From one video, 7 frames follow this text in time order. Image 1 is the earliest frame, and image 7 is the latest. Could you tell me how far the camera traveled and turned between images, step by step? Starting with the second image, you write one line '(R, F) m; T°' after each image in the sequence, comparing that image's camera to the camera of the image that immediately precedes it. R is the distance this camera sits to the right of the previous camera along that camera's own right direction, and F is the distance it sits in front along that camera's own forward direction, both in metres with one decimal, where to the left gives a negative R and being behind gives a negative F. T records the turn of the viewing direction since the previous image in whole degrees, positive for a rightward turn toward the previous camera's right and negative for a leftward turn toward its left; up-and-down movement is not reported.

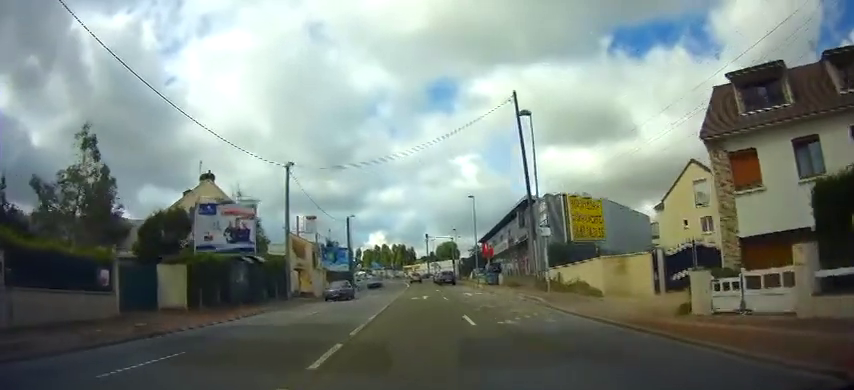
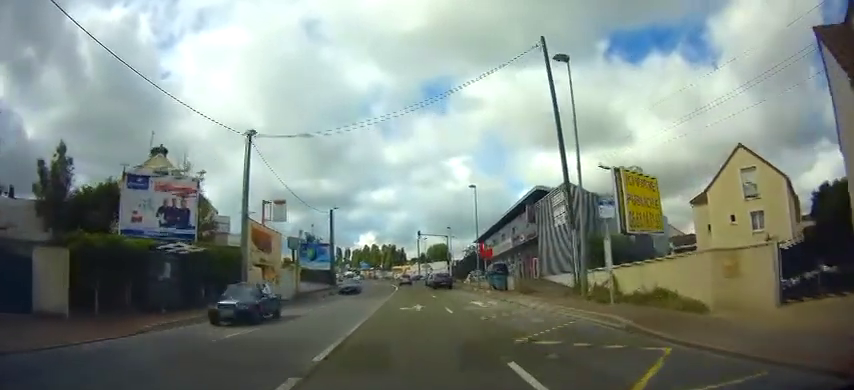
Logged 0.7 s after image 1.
(+0.2, +7.7) m; 0°
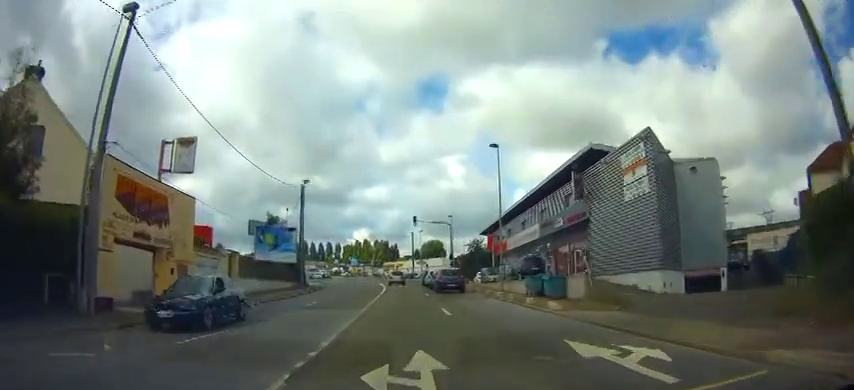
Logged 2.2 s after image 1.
(-0.2, +11.7) m; -1°
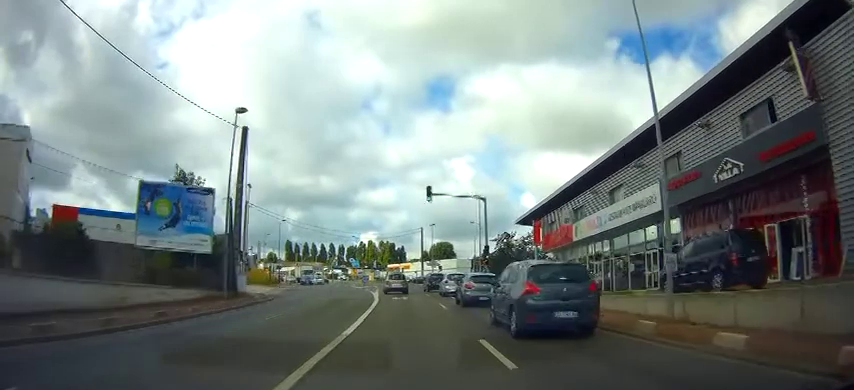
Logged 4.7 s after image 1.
(-0.4, +24.1) m; -1°
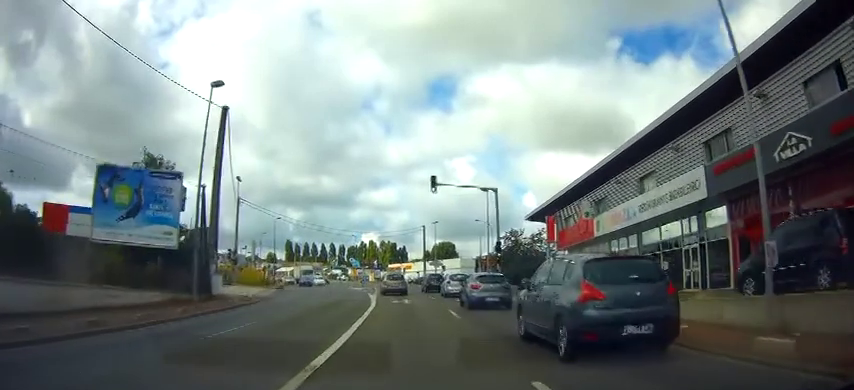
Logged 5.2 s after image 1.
(-0.1, +3.8) m; 0°
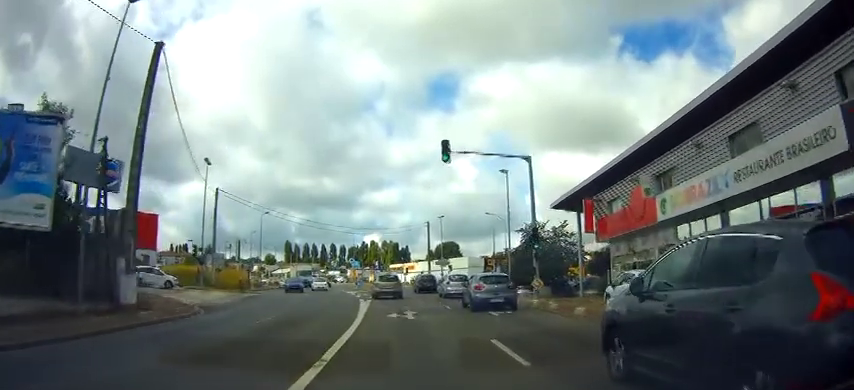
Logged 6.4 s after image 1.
(0.0, +7.6) m; 0°
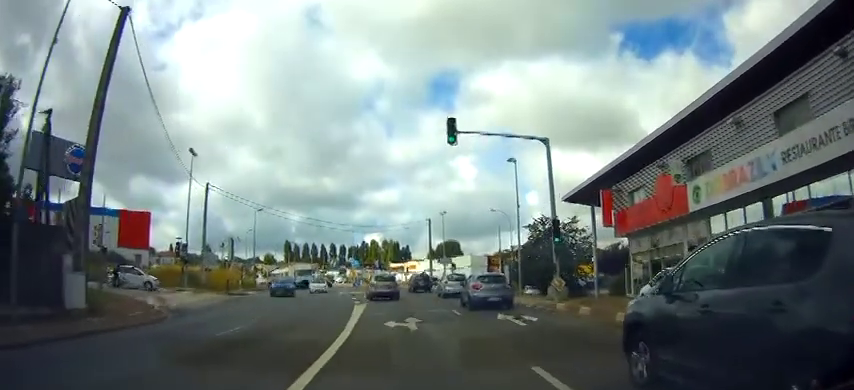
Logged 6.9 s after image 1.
(0.0, +2.9) m; 0°
